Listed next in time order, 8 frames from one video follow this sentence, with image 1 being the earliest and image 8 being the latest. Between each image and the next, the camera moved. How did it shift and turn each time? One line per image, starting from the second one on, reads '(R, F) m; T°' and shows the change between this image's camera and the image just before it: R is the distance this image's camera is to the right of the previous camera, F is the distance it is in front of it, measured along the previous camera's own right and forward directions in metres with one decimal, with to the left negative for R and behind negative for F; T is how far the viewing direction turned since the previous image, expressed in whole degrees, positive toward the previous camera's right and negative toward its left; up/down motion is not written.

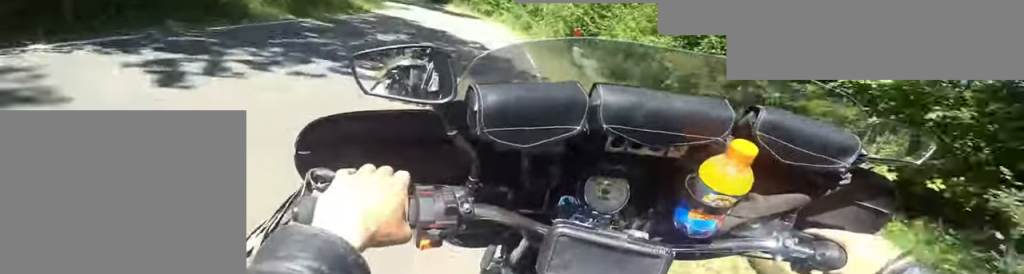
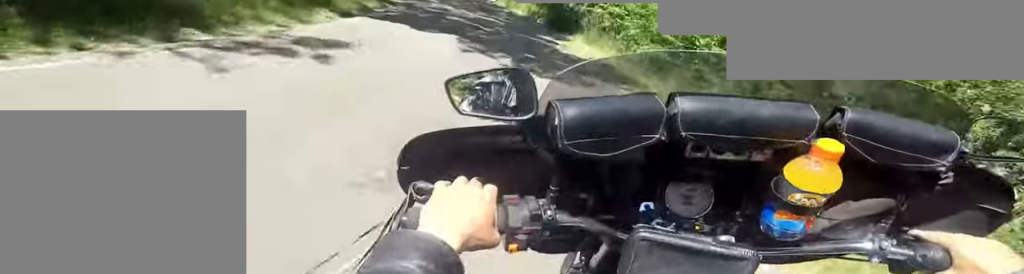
(-1.1, +14.9) m; -16°
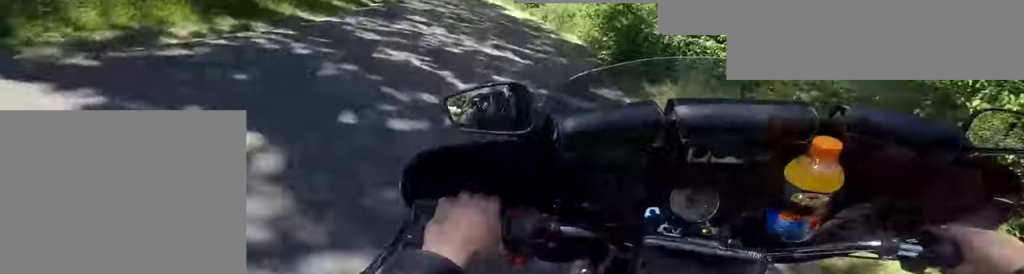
(-0.5, +5.8) m; -10°
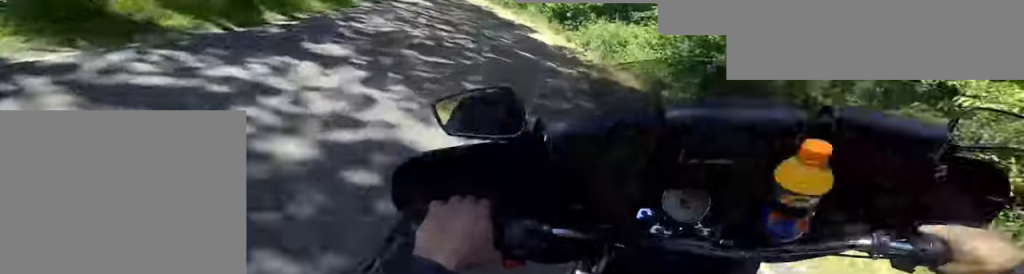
(-0.3, +3.9) m; -7°
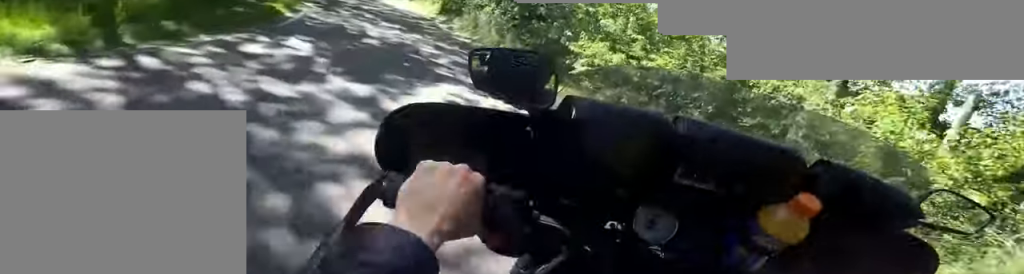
(-3.6, +12.1) m; -26°
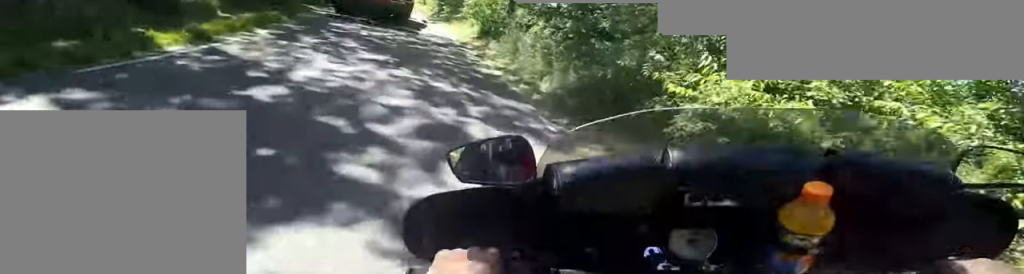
(0.0, +3.9) m; -8°
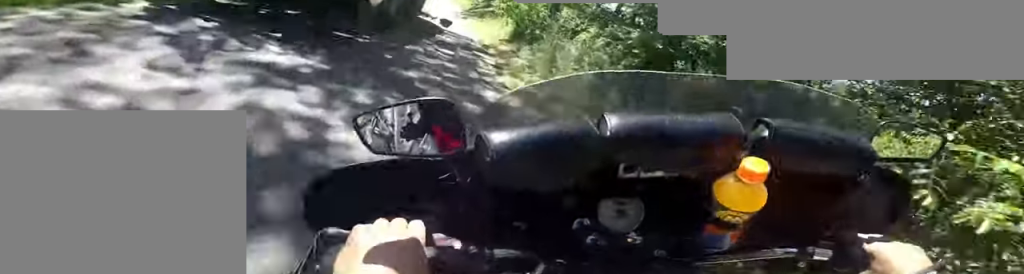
(+0.7, +3.7) m; -15°
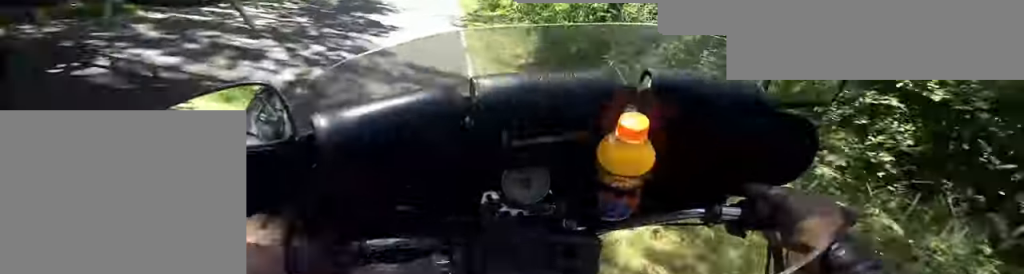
(-2.5, +5.2) m; -29°
